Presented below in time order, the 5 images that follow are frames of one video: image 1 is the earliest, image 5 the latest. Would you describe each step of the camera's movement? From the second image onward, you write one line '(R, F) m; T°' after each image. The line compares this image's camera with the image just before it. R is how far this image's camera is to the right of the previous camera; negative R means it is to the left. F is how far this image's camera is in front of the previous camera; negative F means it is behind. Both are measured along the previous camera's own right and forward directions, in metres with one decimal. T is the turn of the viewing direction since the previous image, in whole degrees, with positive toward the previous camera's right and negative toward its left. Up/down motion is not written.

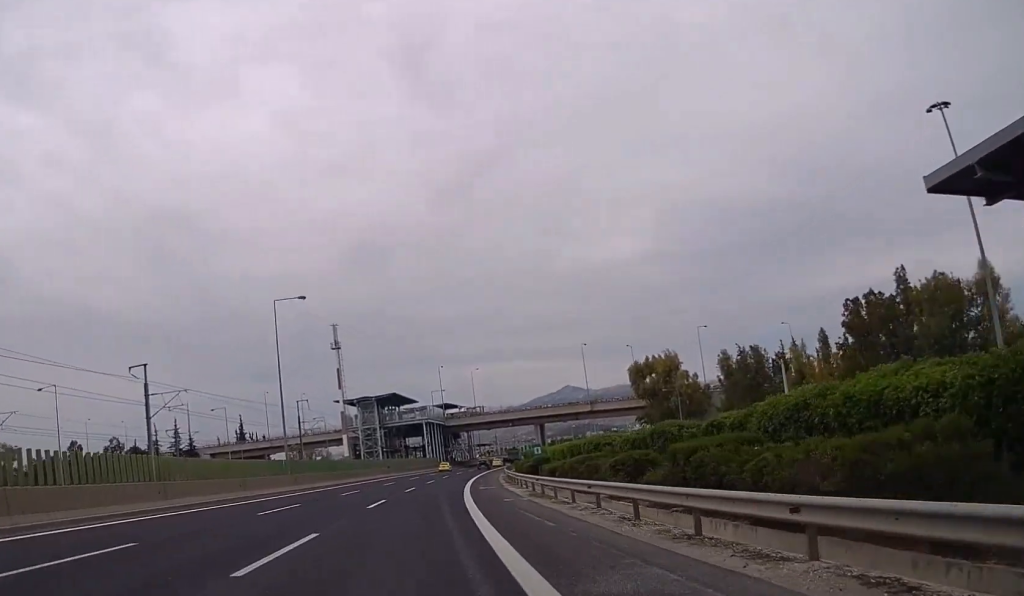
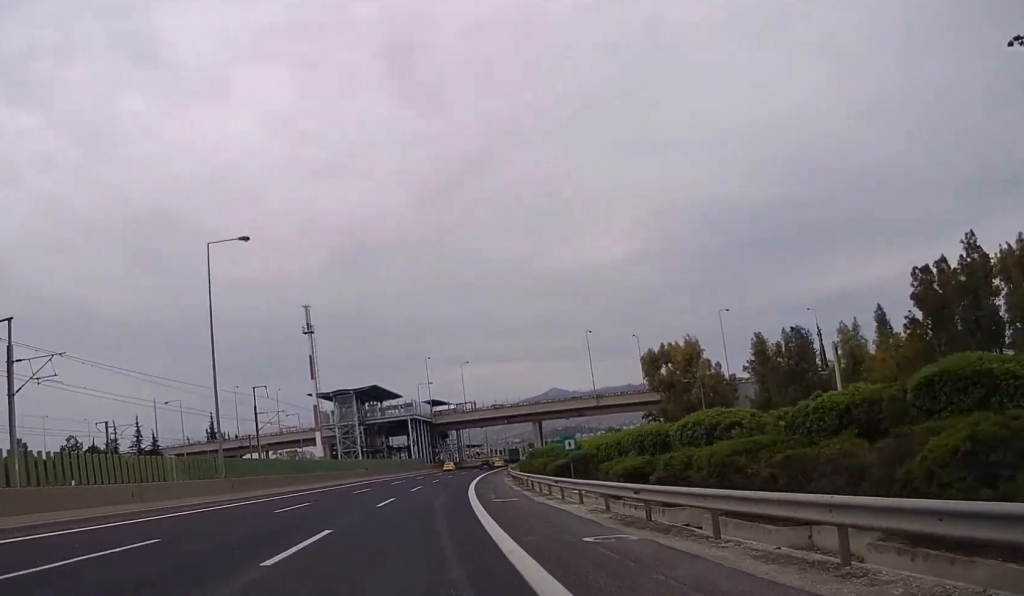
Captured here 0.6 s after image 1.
(+0.2, +16.1) m; +1°
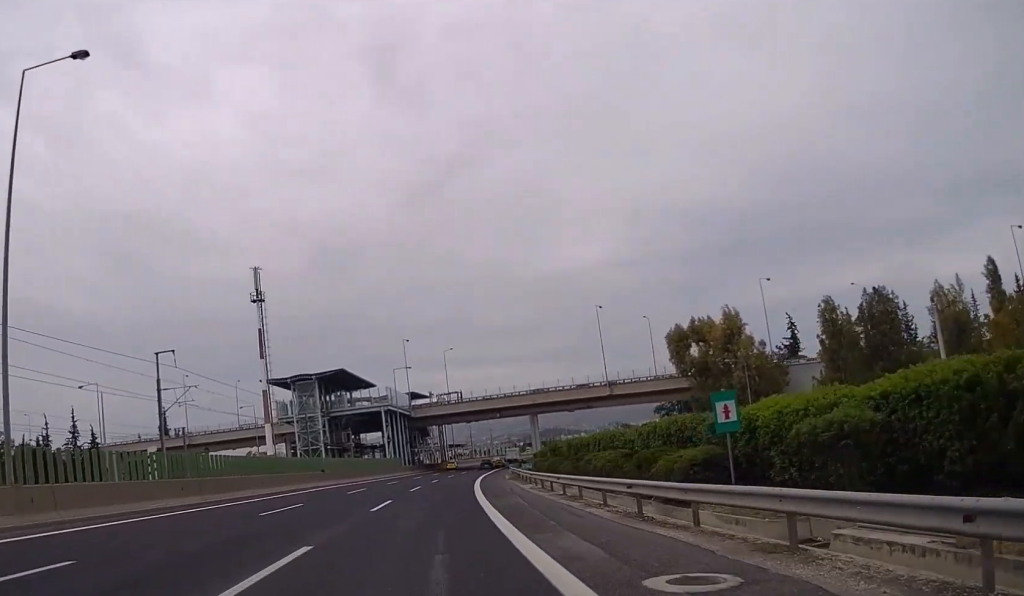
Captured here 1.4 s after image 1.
(+0.3, +22.4) m; +1°
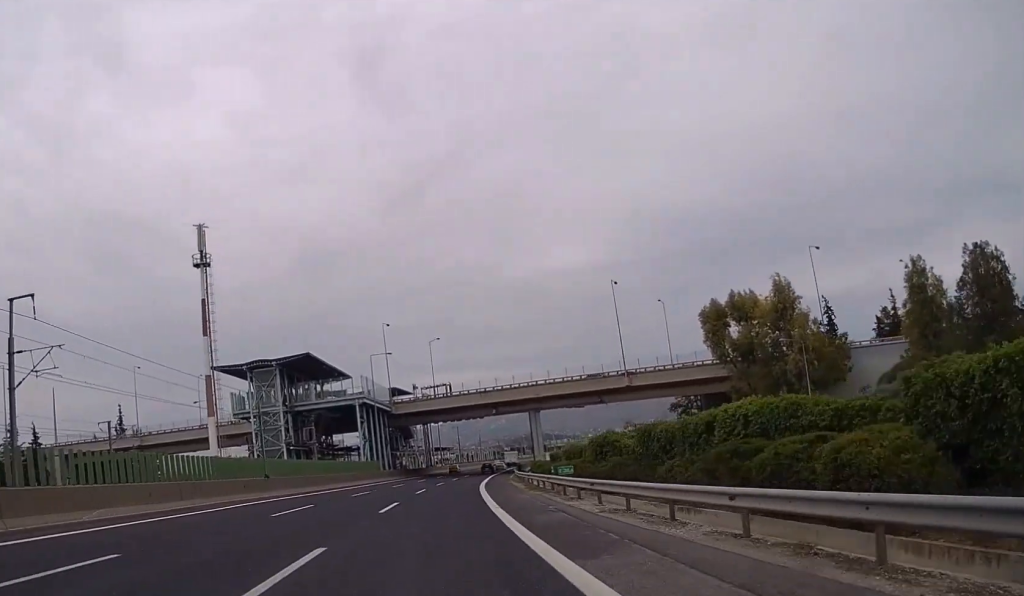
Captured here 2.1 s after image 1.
(+0.1, +17.9) m; +1°
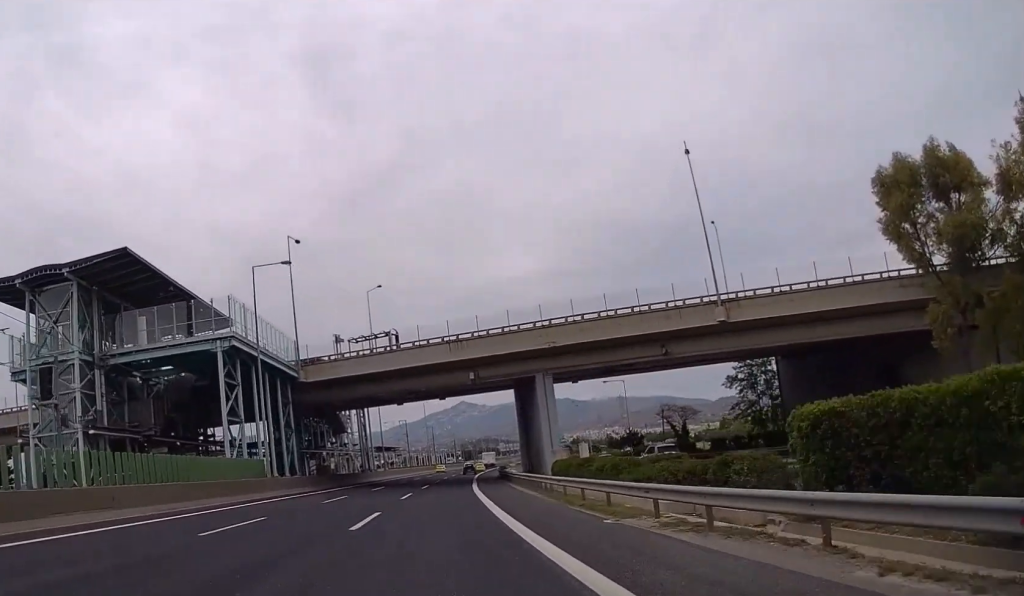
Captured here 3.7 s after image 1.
(+1.4, +43.0) m; +4°
